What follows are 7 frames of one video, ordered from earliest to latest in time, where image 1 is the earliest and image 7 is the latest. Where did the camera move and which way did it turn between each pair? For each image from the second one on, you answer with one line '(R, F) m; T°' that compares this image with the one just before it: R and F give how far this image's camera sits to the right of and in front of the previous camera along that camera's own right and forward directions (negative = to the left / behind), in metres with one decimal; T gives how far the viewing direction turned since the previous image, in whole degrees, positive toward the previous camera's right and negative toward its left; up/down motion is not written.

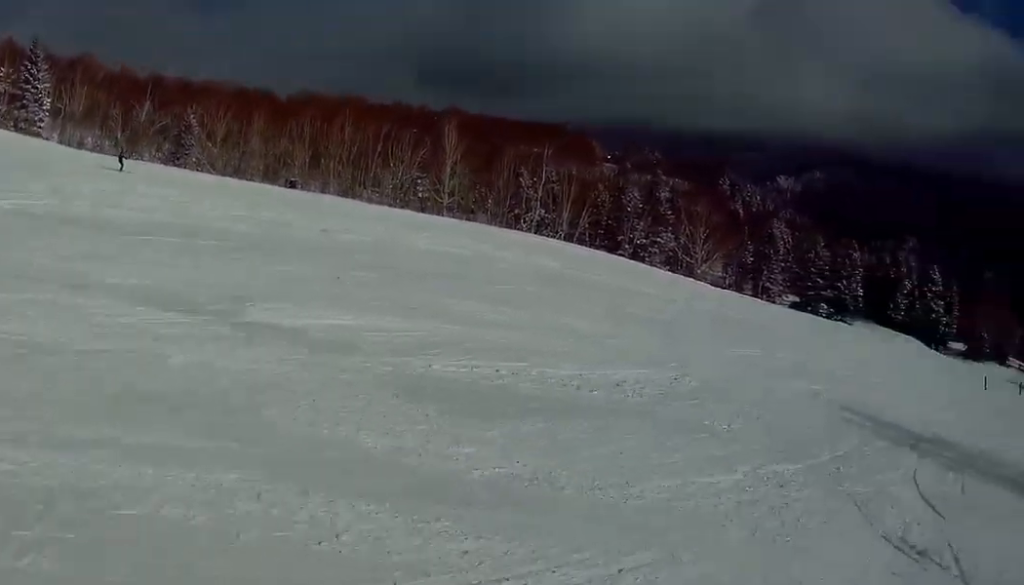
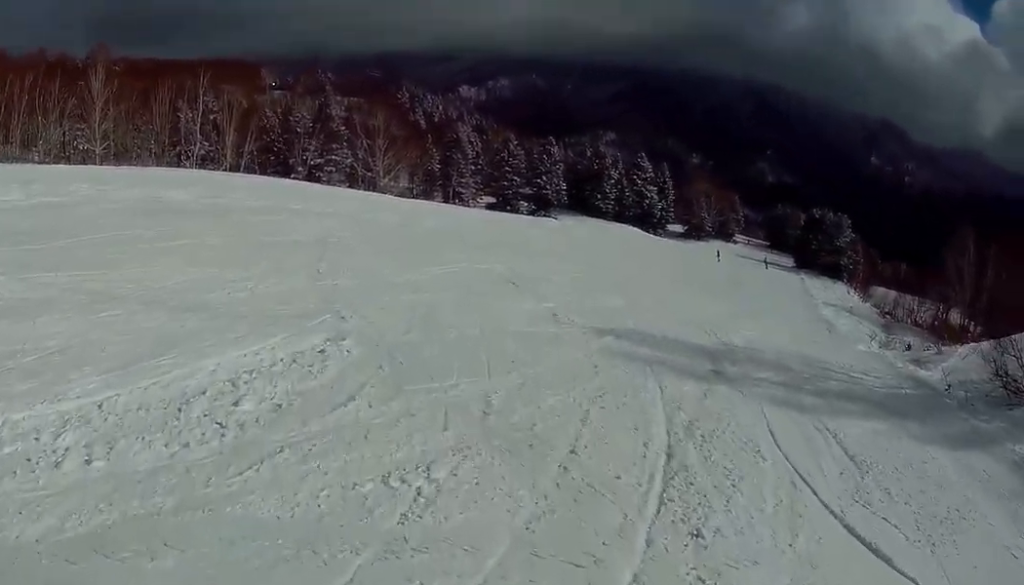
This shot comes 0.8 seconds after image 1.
(+0.3, +4.7) m; +5°
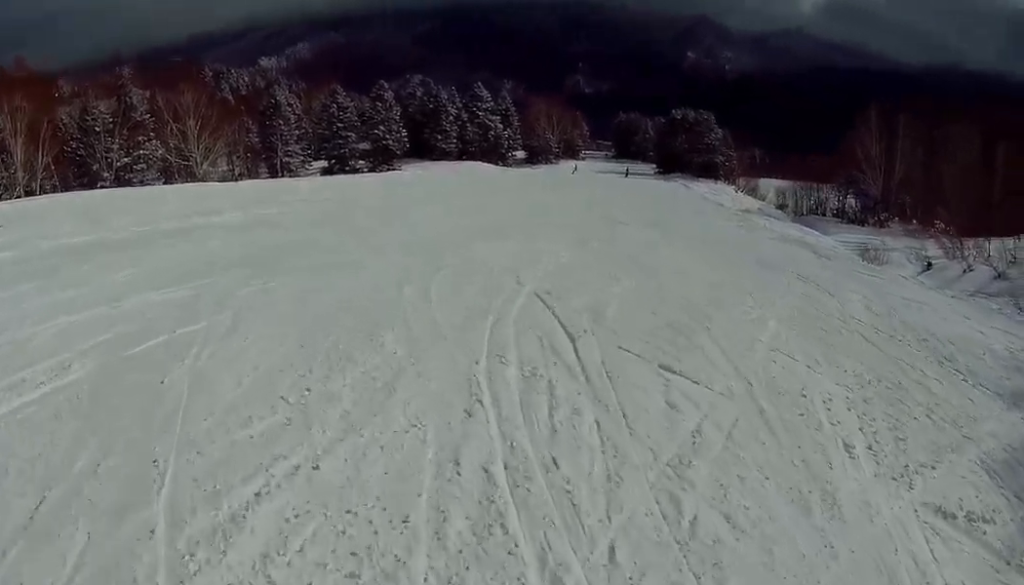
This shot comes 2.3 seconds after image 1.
(+0.7, +9.1) m; +24°
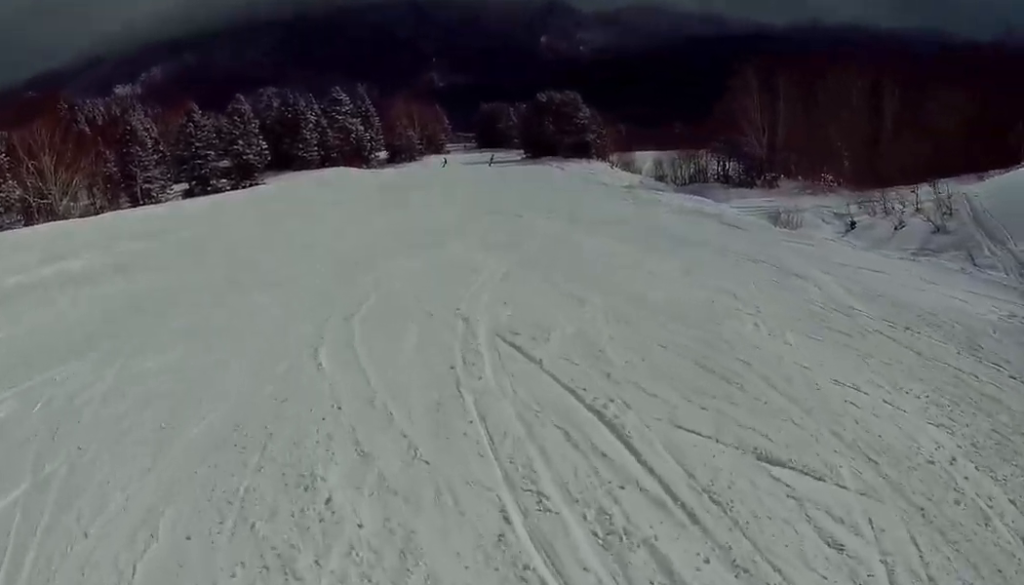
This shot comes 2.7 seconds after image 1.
(+0.7, +2.2) m; +4°
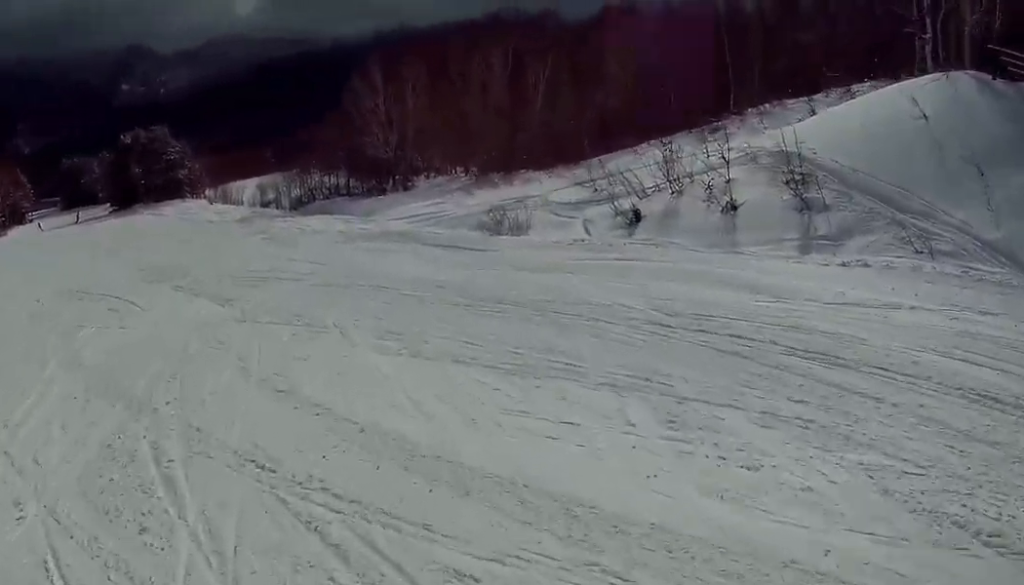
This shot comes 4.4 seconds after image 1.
(+0.9, +10.0) m; +12°
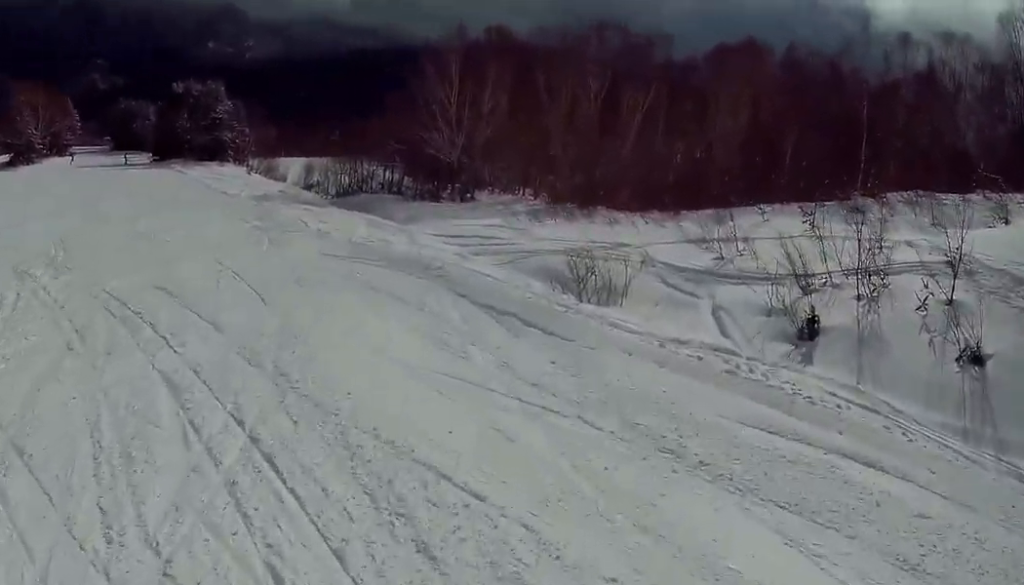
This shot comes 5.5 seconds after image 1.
(+1.0, +7.6) m; -4°
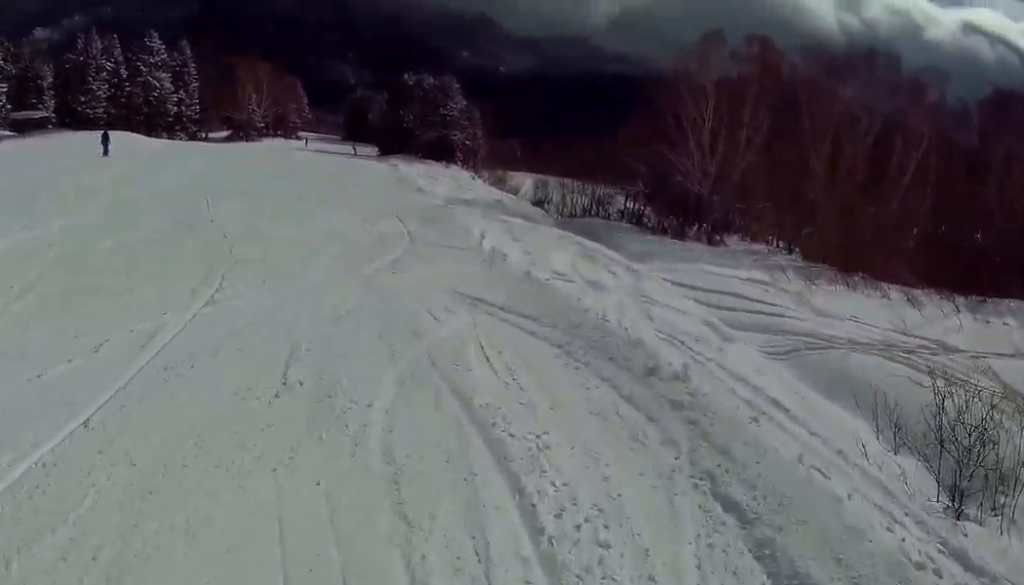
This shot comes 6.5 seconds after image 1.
(-1.3, +7.0) m; -10°
